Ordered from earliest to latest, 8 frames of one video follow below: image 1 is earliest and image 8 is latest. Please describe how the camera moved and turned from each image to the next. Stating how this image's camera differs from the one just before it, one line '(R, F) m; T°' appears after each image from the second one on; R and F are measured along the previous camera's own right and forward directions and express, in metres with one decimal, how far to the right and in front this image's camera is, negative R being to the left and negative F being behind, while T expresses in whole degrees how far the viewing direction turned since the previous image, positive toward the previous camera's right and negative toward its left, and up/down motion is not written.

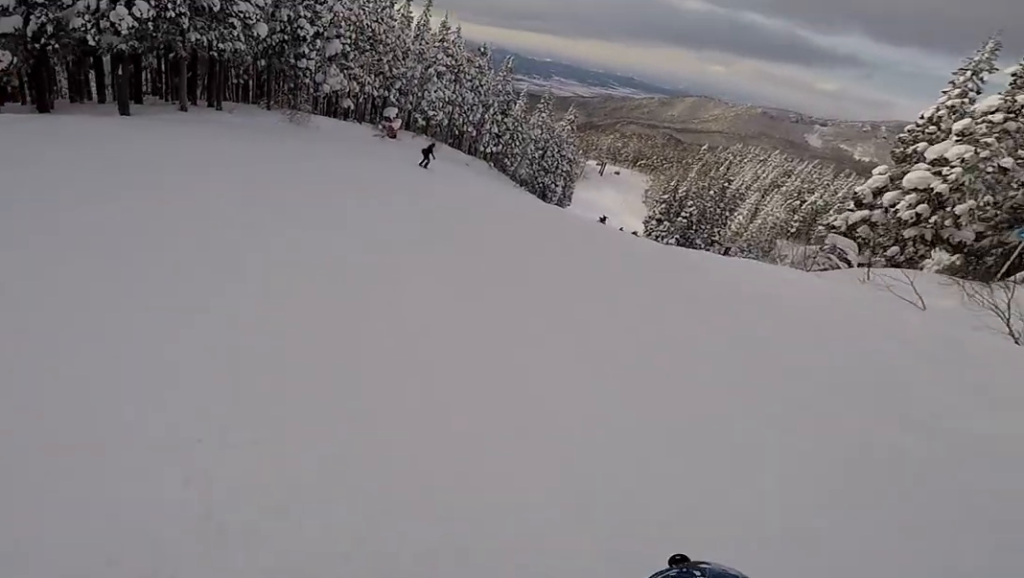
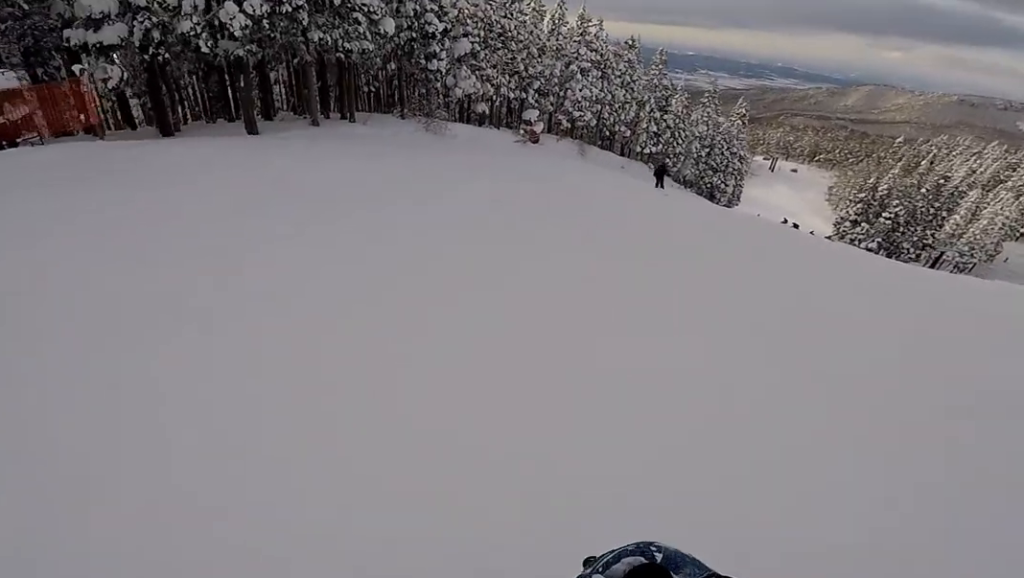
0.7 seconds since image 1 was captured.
(-0.4, +3.7) m; +5°
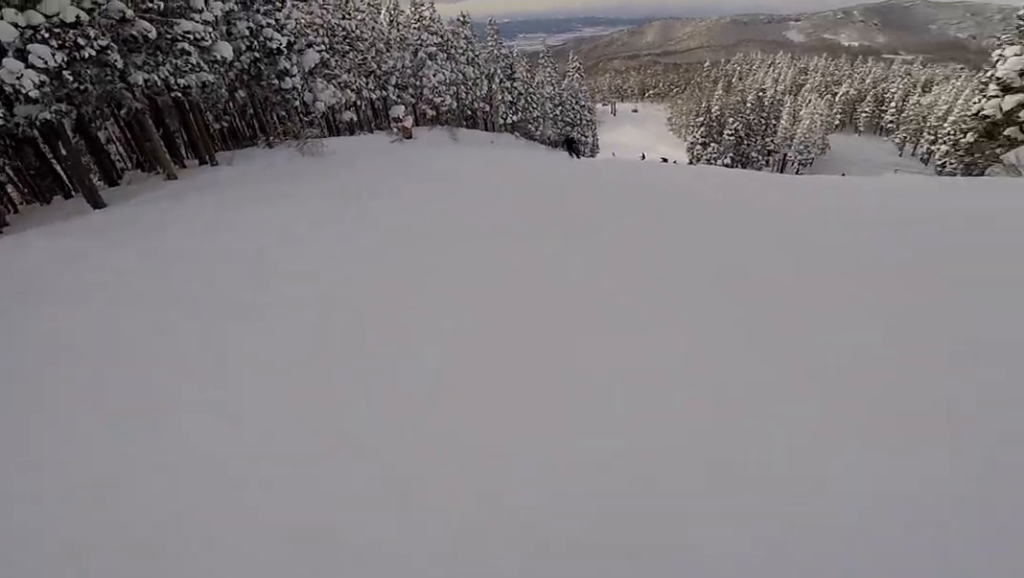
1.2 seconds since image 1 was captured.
(+0.4, +2.2) m; +11°
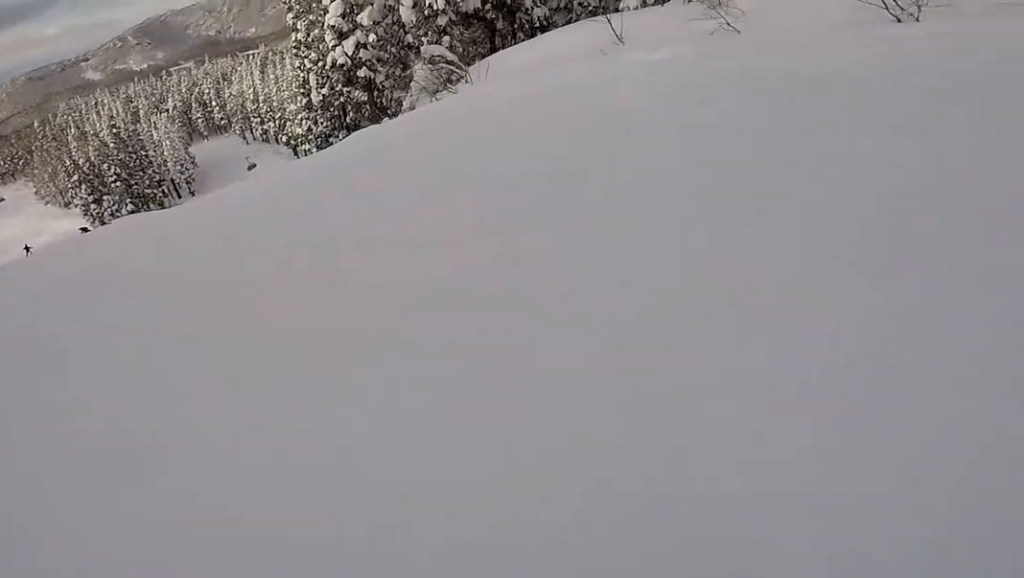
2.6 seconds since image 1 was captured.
(+2.0, +6.9) m; +28°
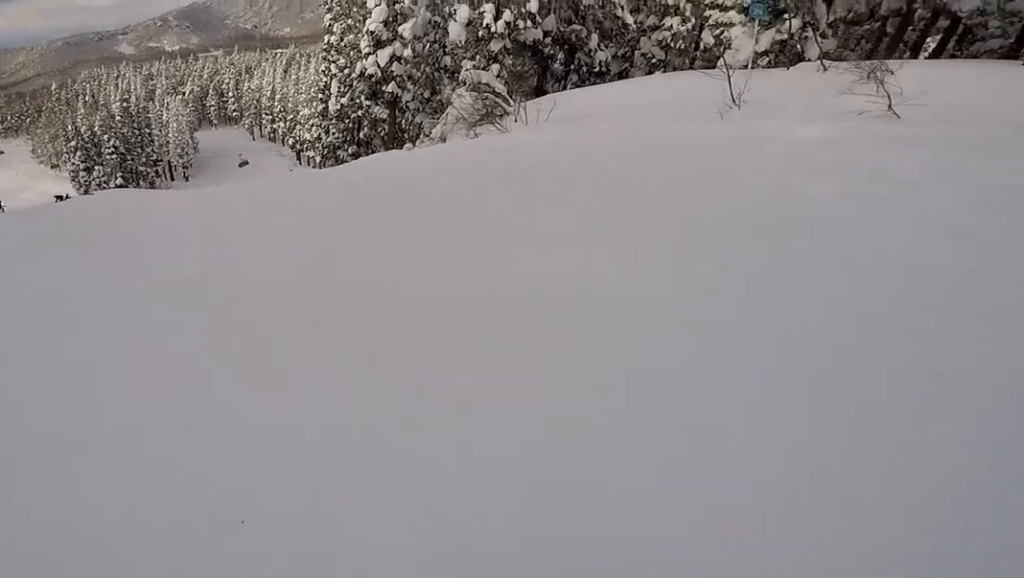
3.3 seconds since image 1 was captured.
(+0.4, +3.4) m; -1°
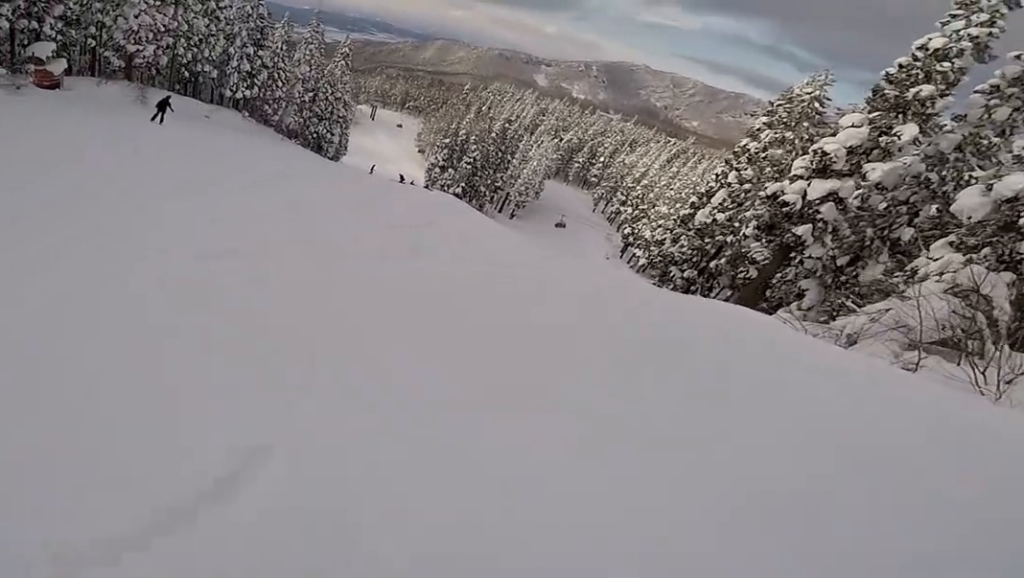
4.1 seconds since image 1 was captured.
(-0.2, +3.7) m; -18°
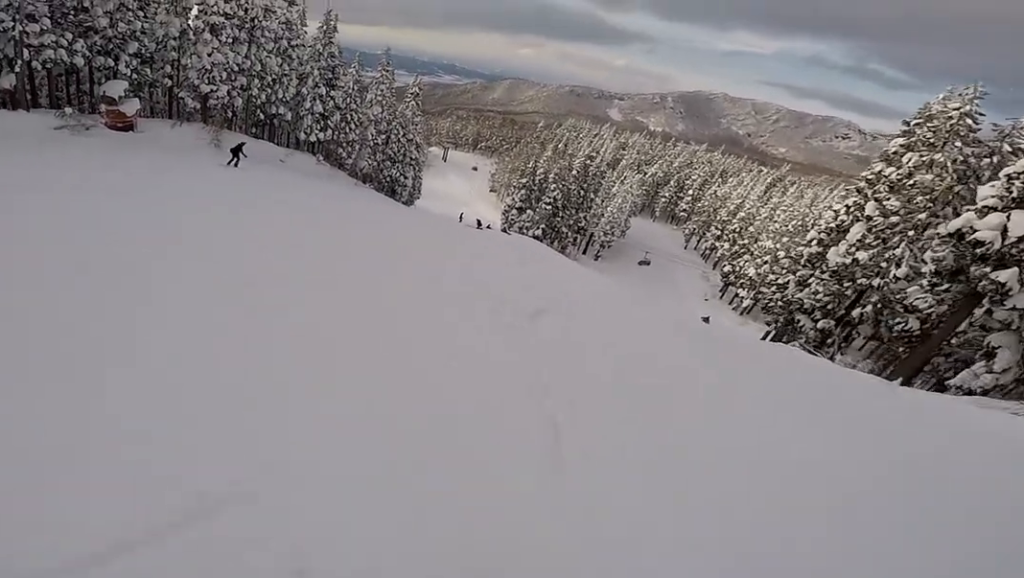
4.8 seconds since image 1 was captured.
(-0.4, +3.1) m; -18°
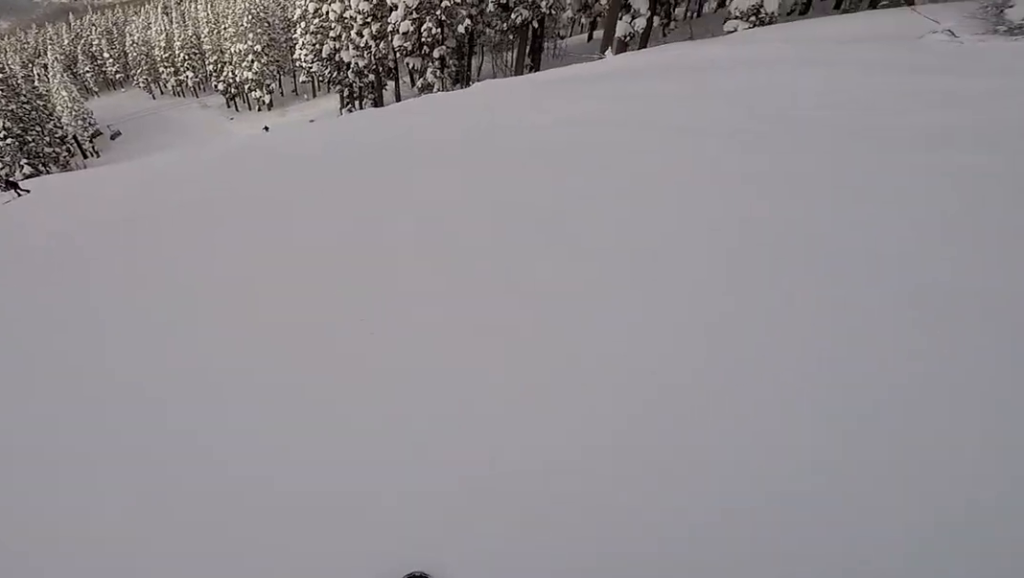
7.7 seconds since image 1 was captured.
(+3.6, +11.6) m; +44°
